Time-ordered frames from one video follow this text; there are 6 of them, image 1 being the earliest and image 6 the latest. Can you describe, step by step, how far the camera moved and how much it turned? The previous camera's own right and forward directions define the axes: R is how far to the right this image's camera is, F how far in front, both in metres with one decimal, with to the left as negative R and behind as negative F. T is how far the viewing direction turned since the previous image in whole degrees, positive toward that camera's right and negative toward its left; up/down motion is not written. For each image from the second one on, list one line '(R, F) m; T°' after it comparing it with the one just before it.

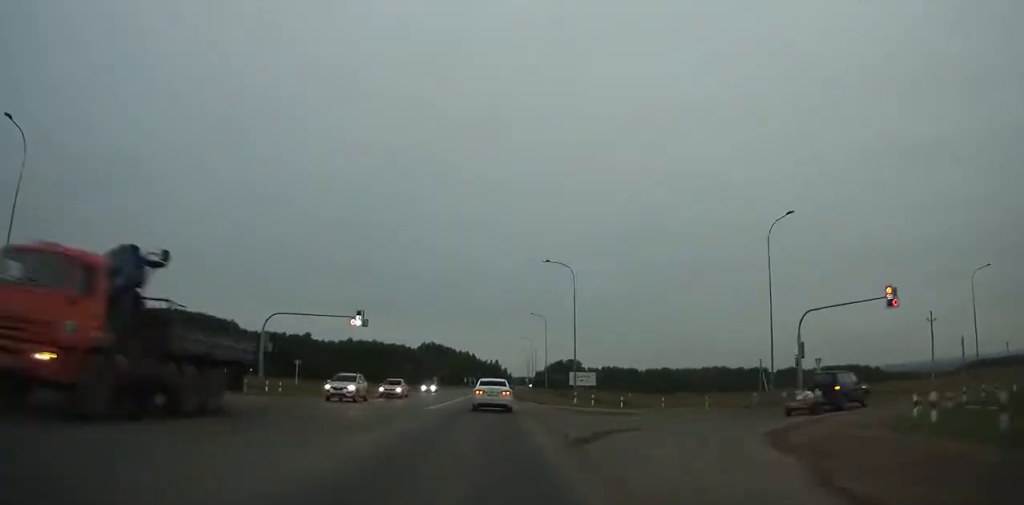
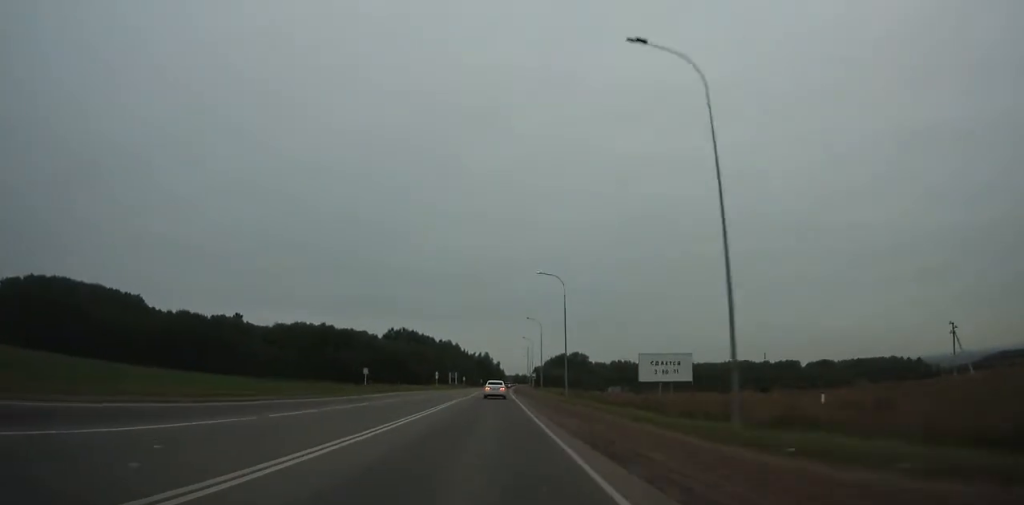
(+0.3, +69.7) m; +1°
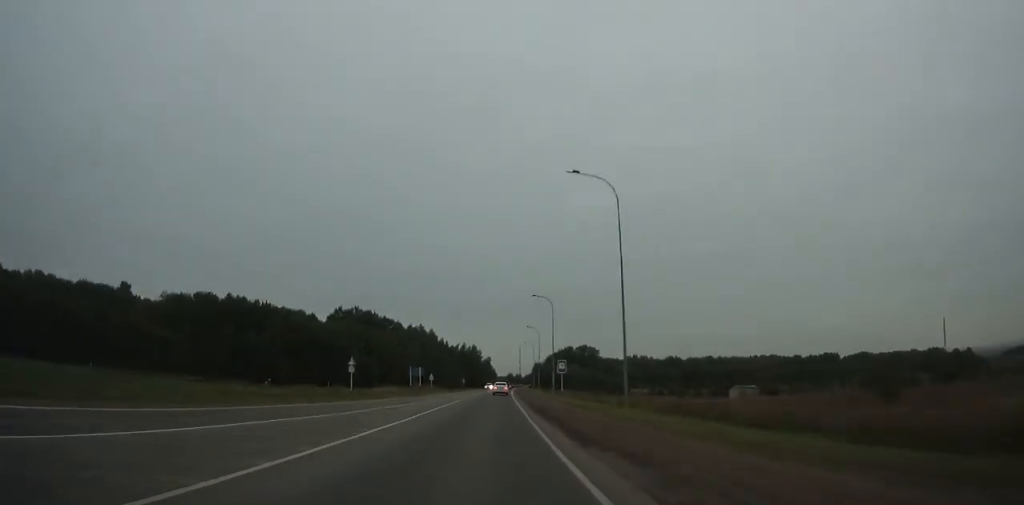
(+0.6, +65.5) m; +1°
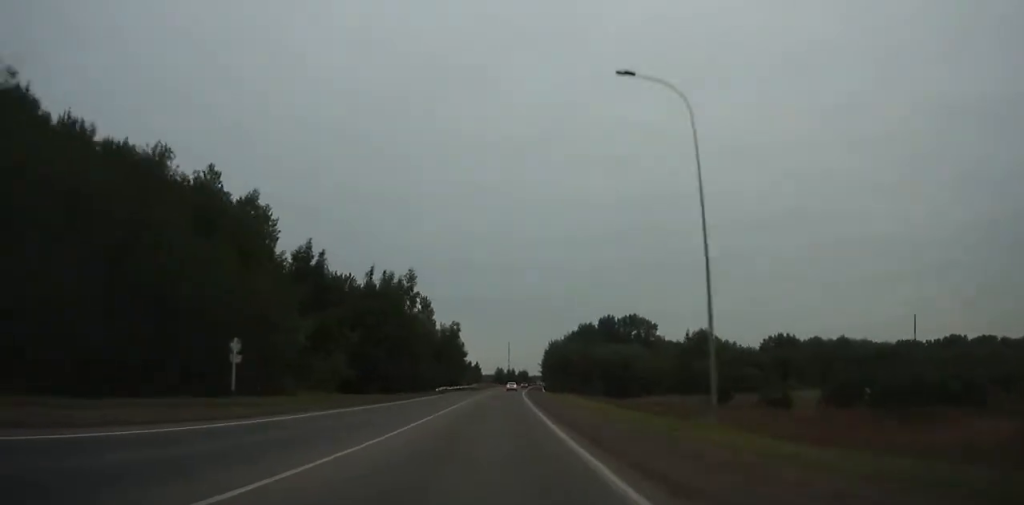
(+1.6, +129.8) m; +2°
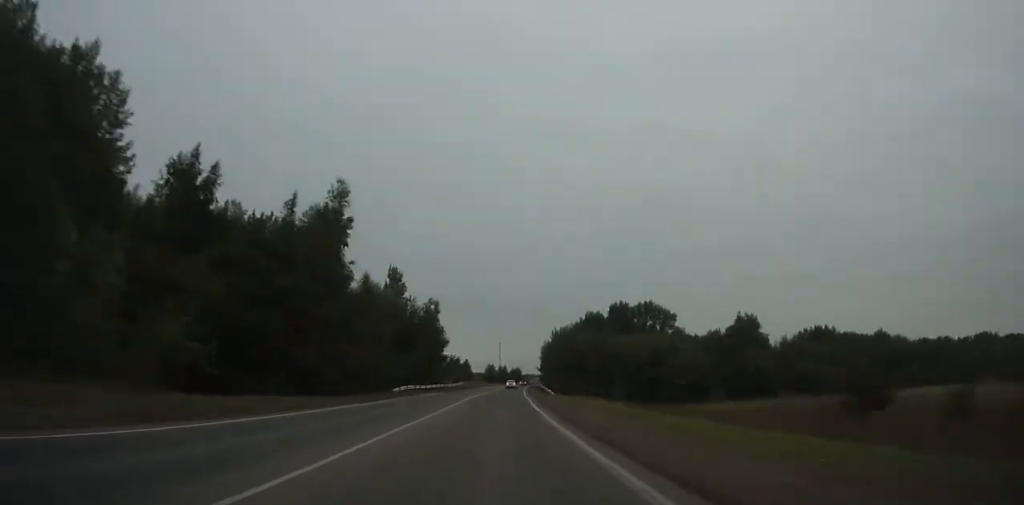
(+0.1, +25.4) m; +1°
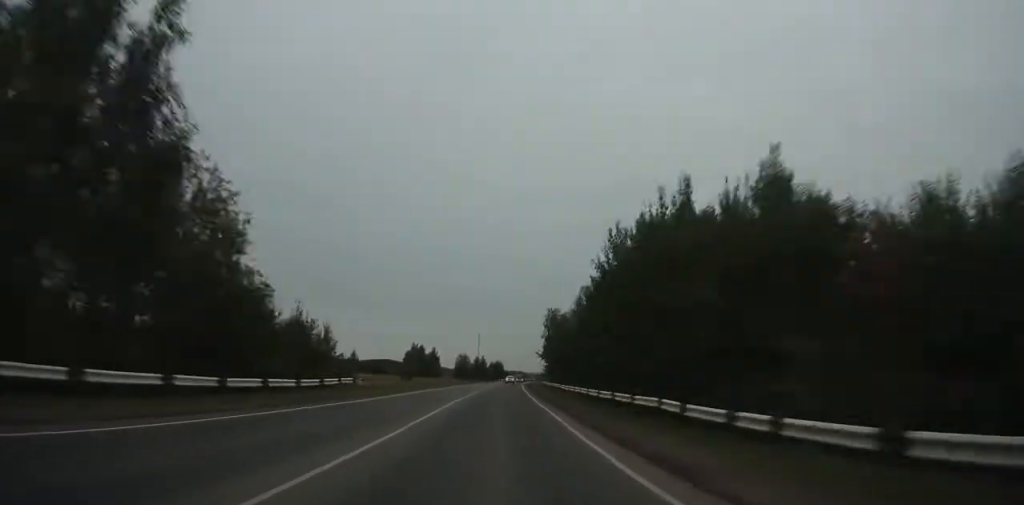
(+1.1, +69.8) m; +2°
